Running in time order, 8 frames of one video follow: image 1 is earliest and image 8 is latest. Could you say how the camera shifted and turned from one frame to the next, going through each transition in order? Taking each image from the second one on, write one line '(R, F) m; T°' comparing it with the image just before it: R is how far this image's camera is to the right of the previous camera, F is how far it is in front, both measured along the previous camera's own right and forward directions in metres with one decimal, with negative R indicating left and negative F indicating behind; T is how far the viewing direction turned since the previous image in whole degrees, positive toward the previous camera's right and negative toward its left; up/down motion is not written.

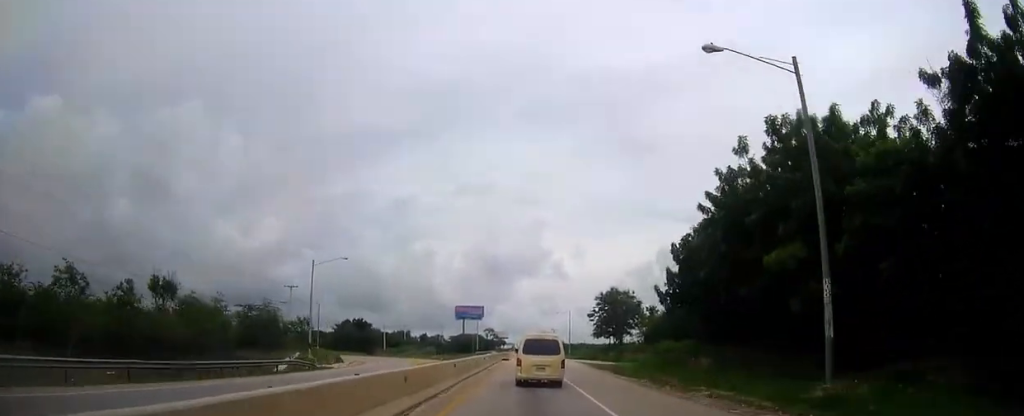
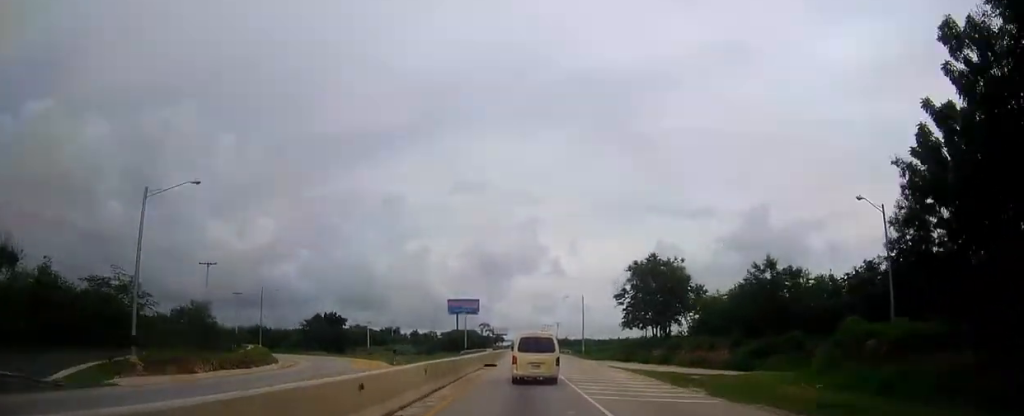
(+0.1, +28.5) m; 0°
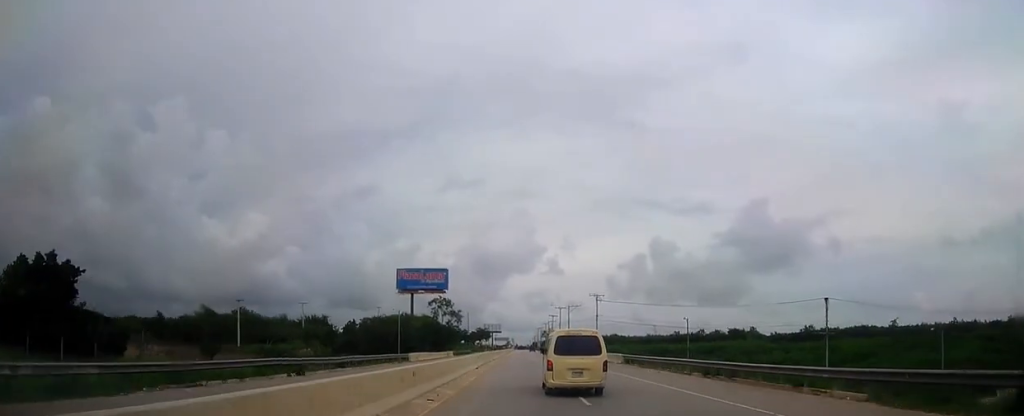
(-0.2, +111.0) m; 0°
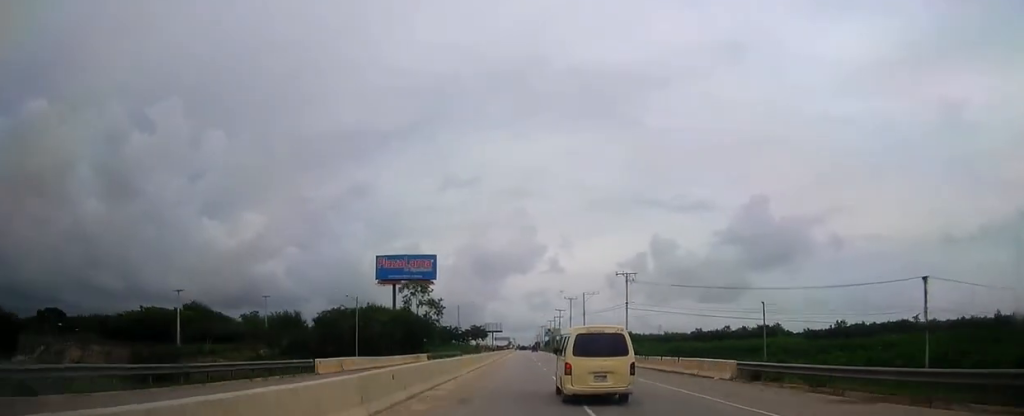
(0.0, +27.8) m; 0°
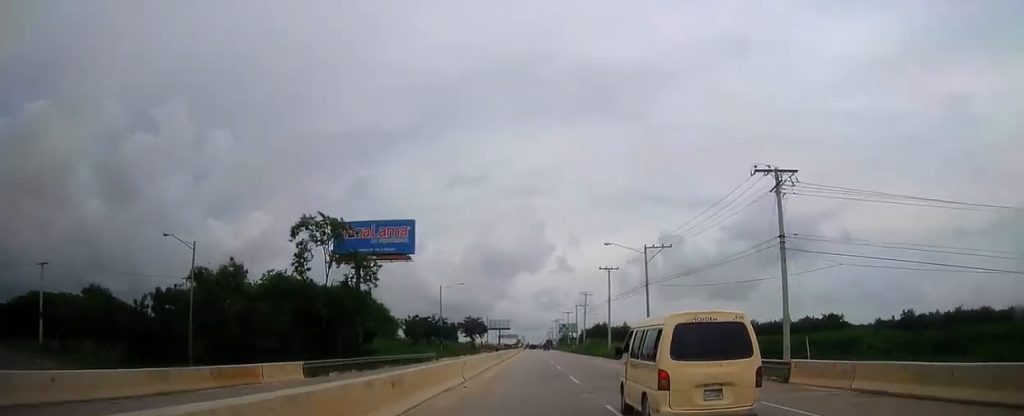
(-0.1, +43.7) m; 0°
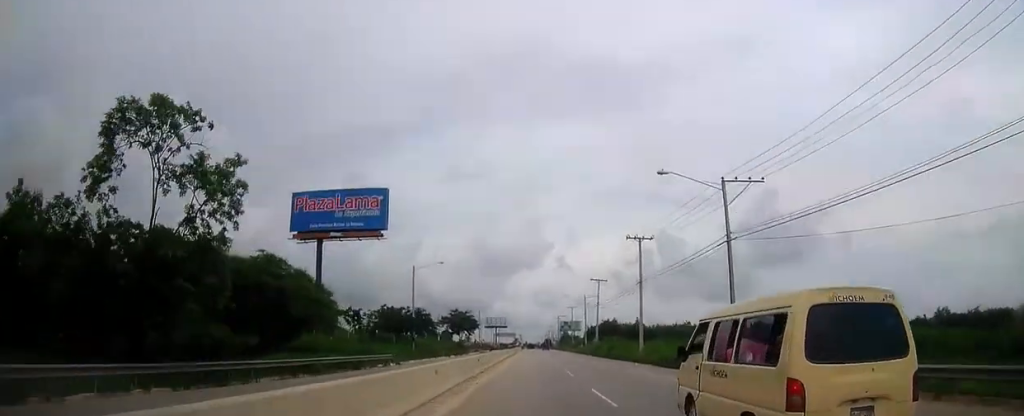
(-0.1, +22.3) m; 0°
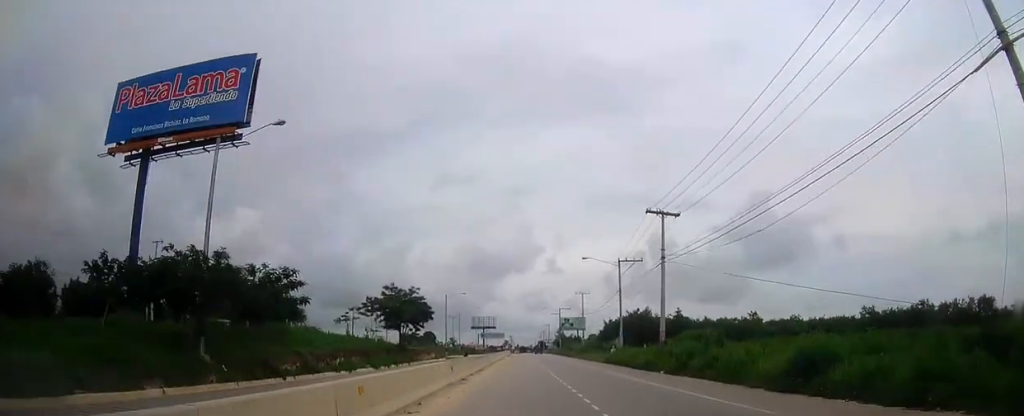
(+0.1, +47.3) m; +1°
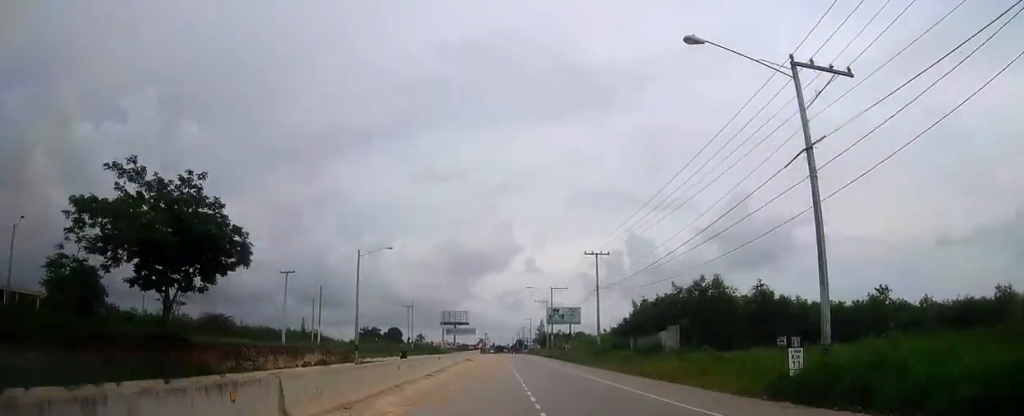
(+0.3, +41.8) m; +1°
